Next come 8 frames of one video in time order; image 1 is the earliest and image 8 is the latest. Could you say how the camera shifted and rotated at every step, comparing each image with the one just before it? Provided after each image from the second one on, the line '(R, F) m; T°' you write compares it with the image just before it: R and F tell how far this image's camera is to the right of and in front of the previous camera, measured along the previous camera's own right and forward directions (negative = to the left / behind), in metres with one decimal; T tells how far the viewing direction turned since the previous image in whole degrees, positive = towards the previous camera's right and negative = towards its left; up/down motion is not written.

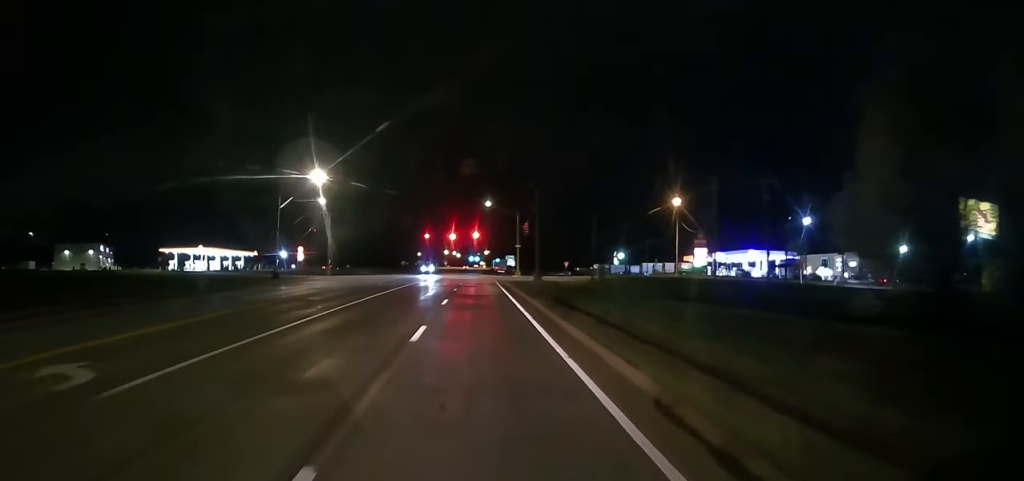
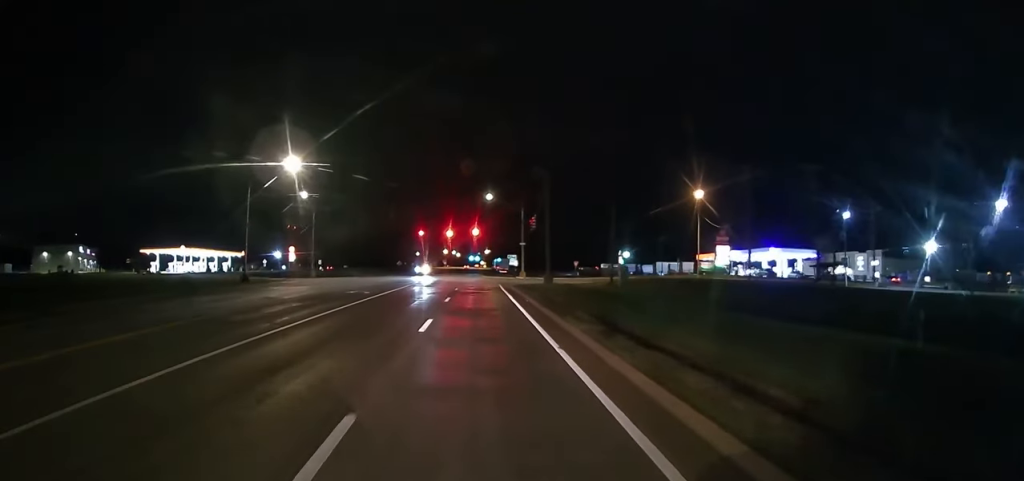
(0.0, +11.8) m; 0°
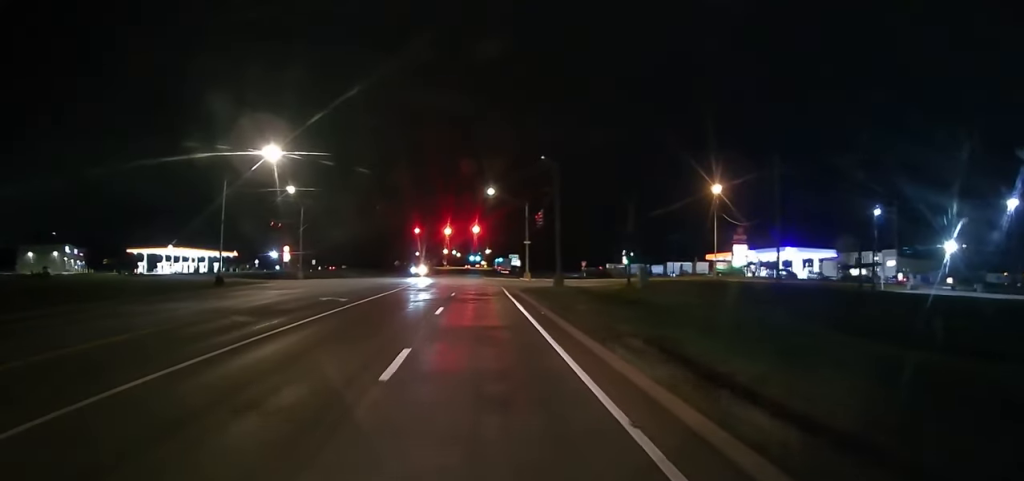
(+0.1, +7.7) m; 0°
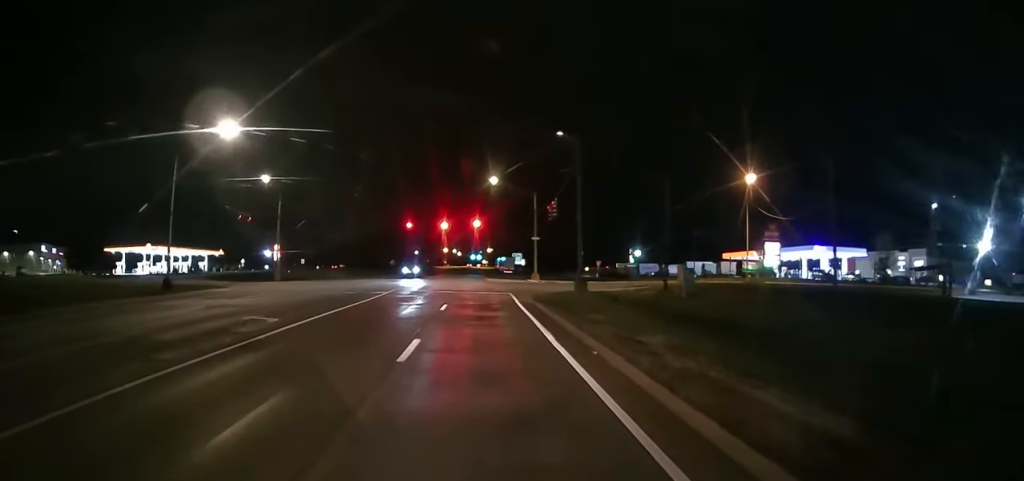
(-0.2, +12.0) m; -1°
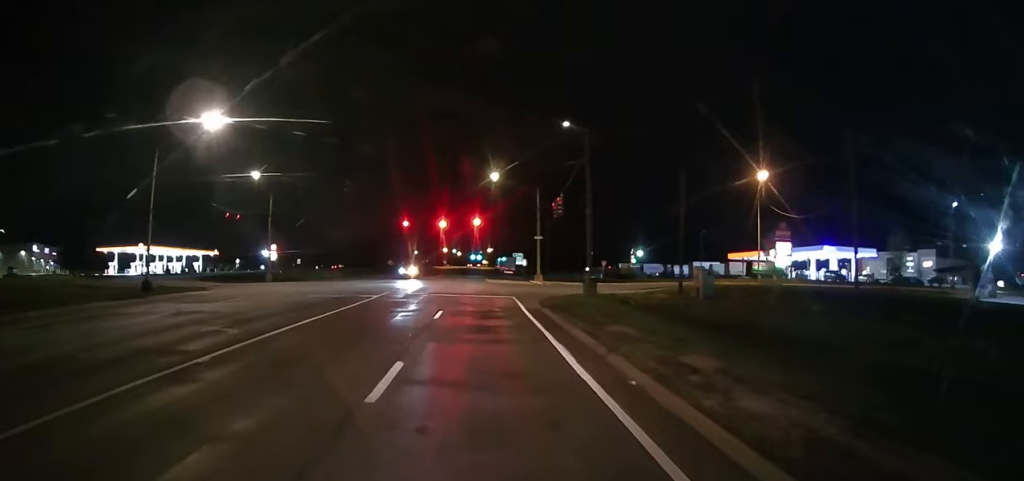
(0.0, +4.0) m; 0°
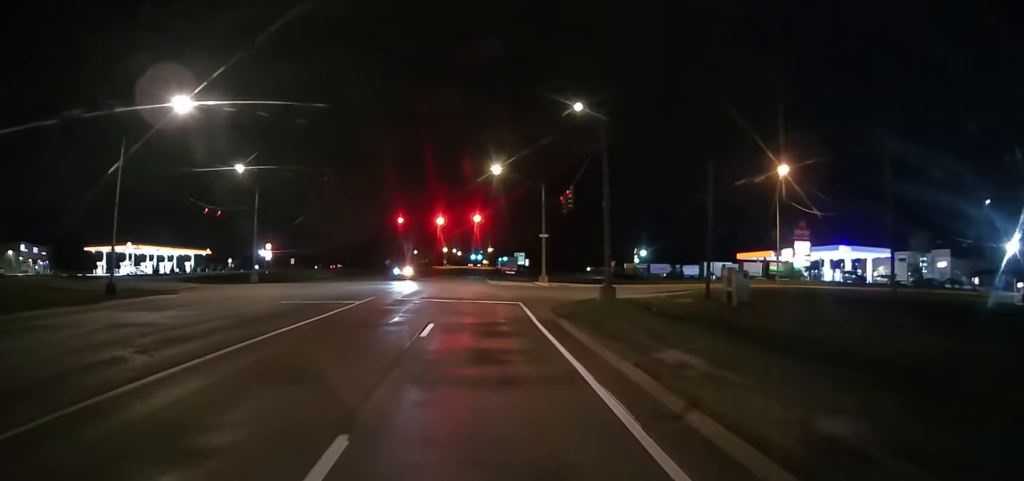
(0.0, +5.8) m; 0°
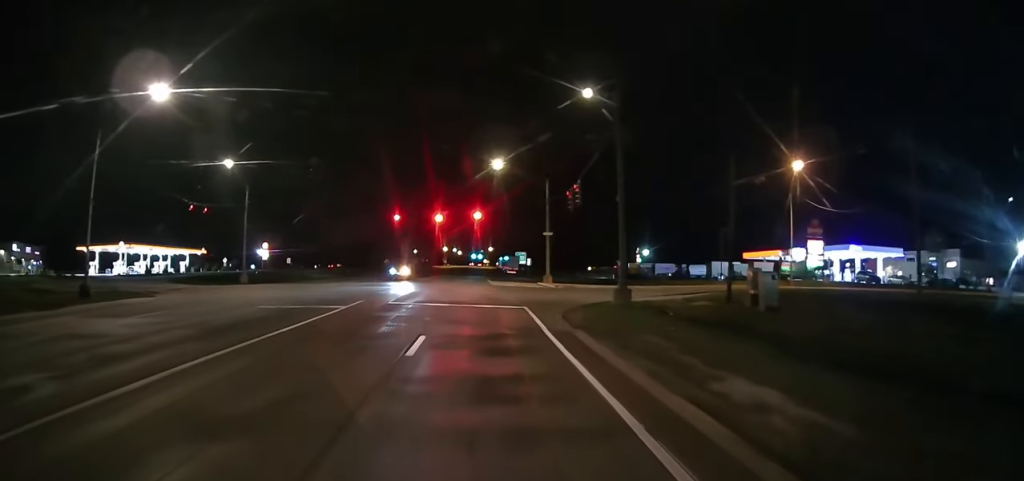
(0.0, +3.7) m; 0°
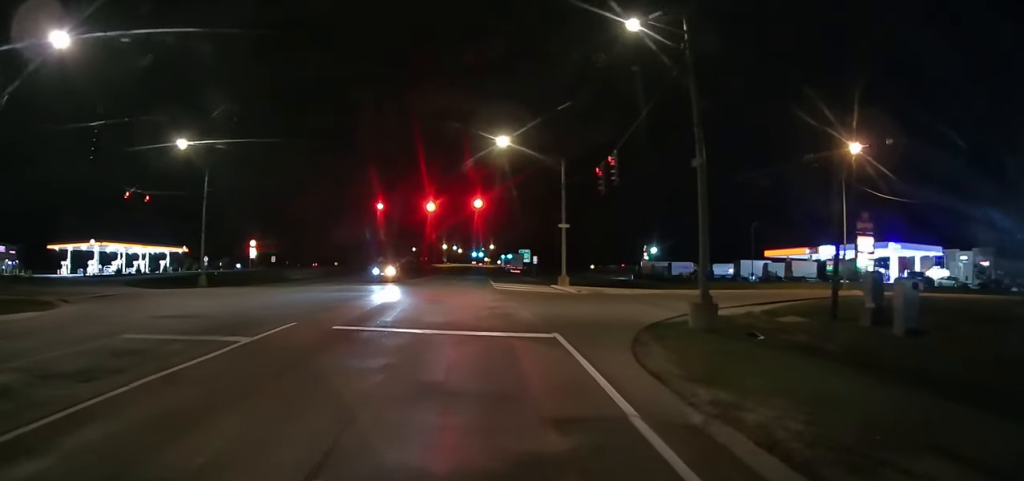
(+0.4, +12.0) m; +5°
